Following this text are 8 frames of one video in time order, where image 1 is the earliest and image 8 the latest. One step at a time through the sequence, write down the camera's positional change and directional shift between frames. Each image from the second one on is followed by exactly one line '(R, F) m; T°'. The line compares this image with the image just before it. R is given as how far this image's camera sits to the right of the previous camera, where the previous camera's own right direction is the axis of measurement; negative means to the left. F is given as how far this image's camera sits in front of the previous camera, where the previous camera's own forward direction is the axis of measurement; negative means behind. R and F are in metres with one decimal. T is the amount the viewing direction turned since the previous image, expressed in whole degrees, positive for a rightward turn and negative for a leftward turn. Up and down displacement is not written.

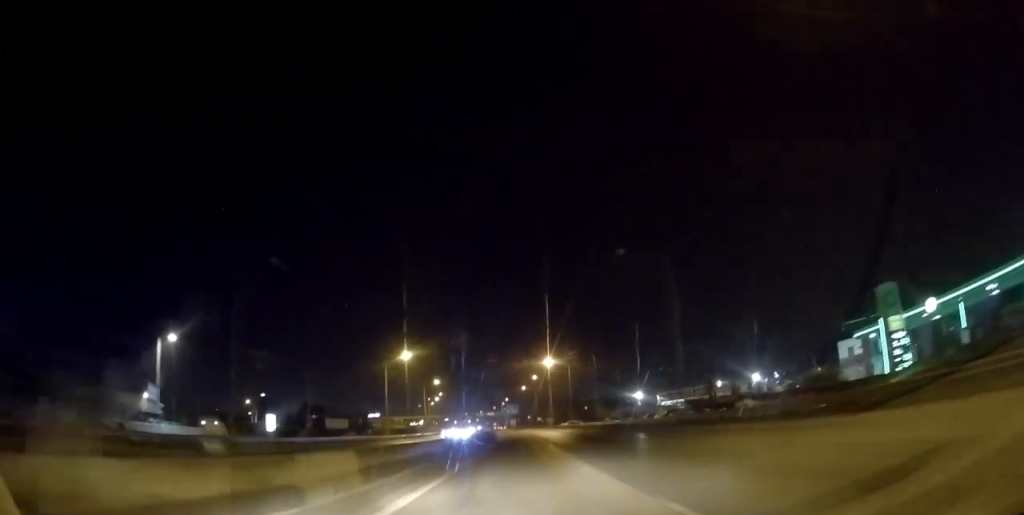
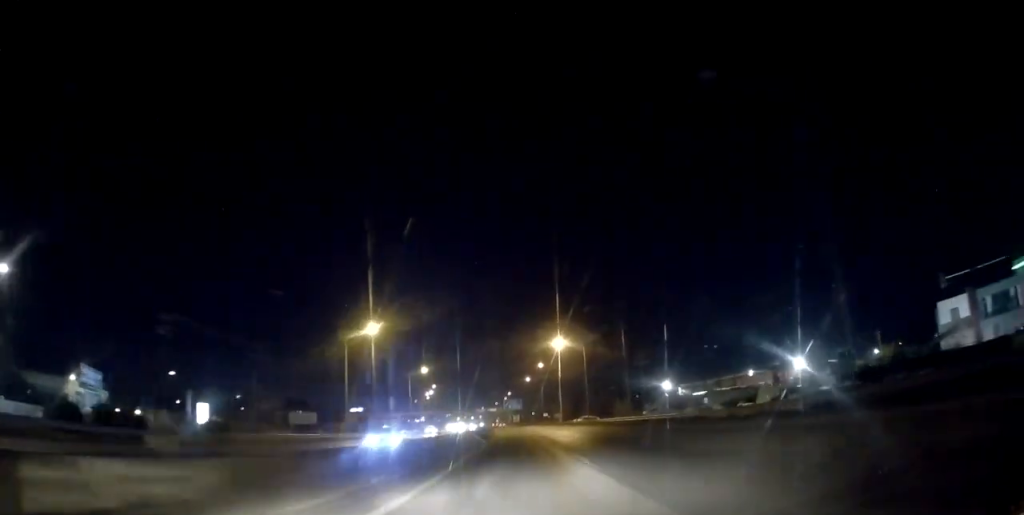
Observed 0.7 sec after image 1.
(-0.2, +21.4) m; -1°
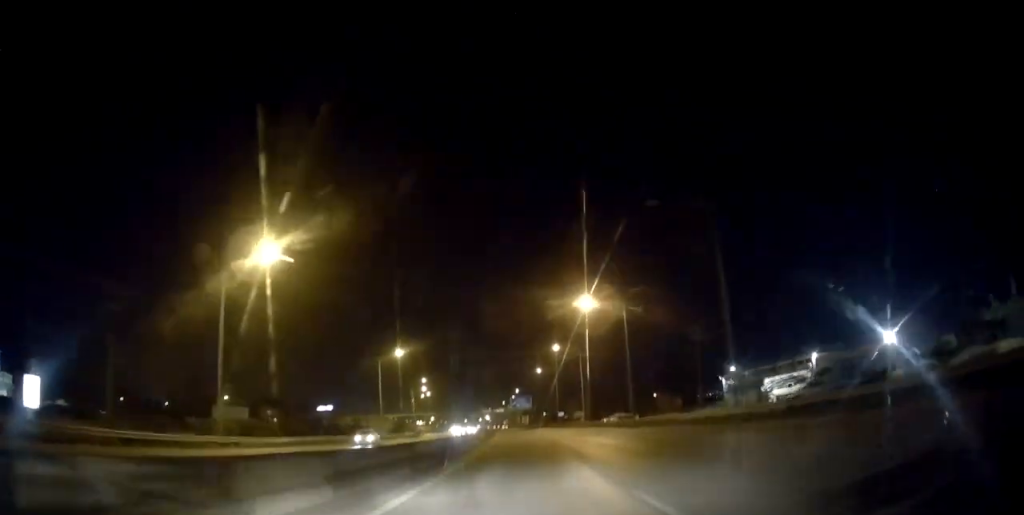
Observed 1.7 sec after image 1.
(-0.2, +30.2) m; 0°
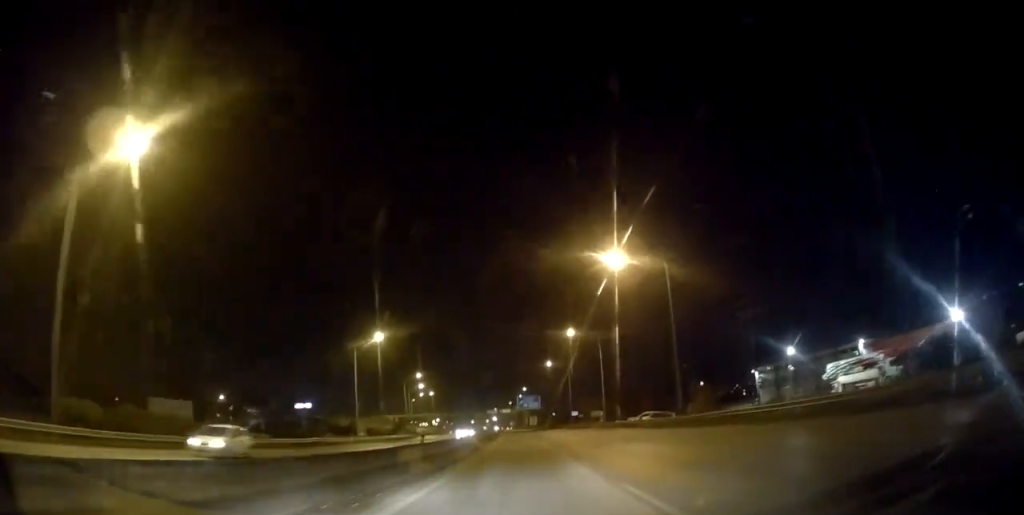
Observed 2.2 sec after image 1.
(+0.3, +15.9) m; 0°
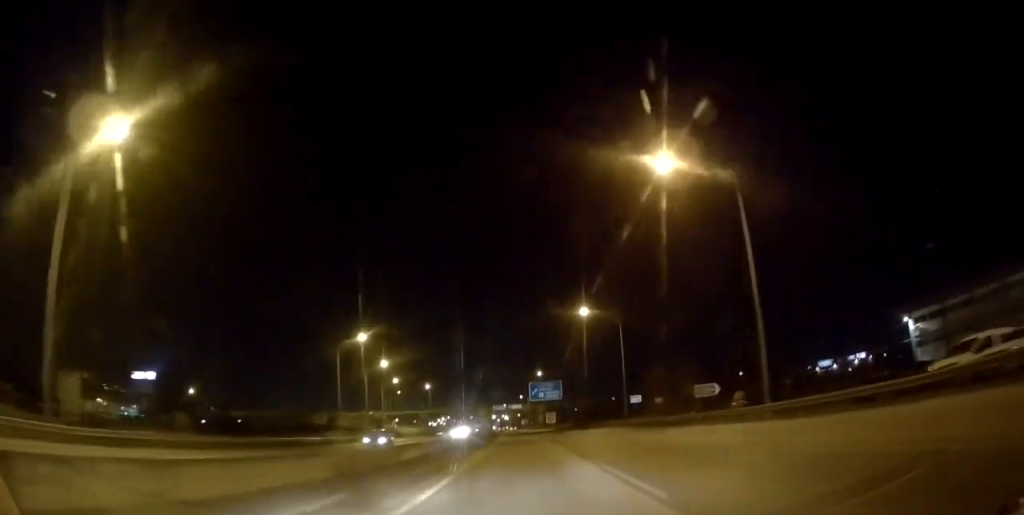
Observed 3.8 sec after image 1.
(-1.1, +49.6) m; -2°
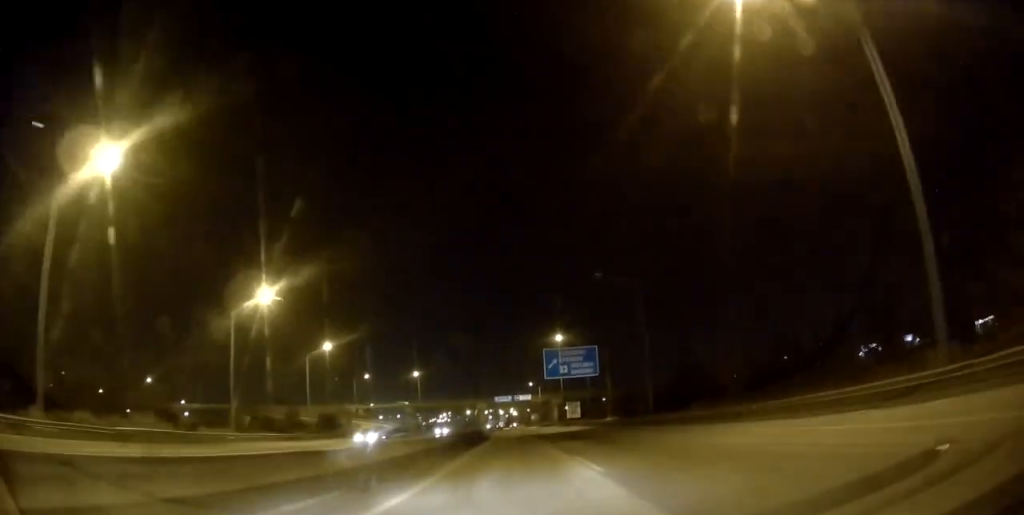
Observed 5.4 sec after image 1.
(-0.4, +49.2) m; -1°
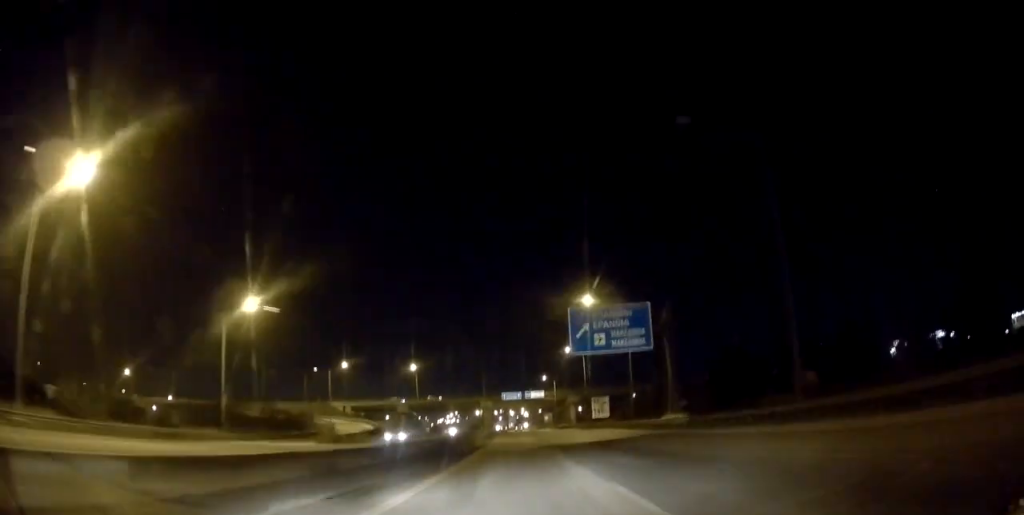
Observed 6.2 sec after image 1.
(-0.1, +26.4) m; 0°
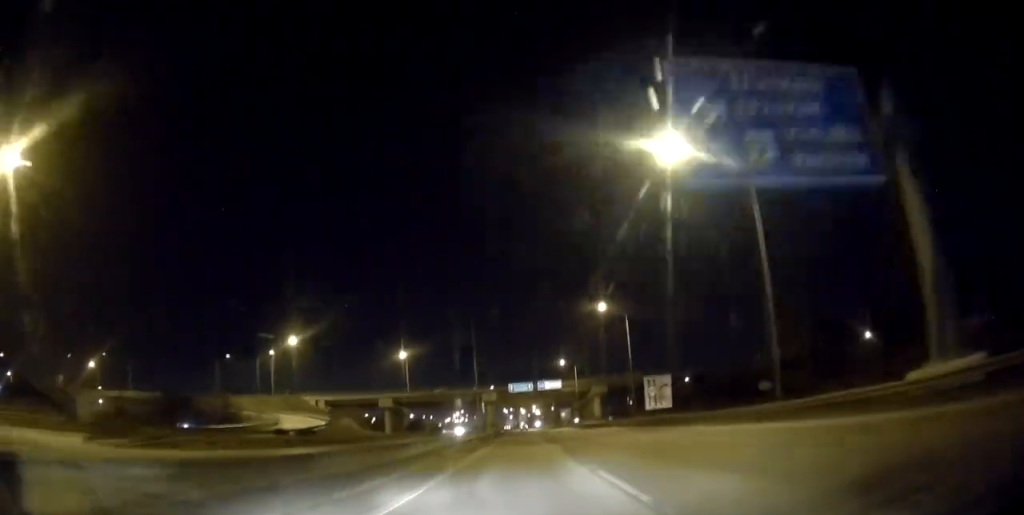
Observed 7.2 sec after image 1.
(0.0, +32.4) m; -2°
